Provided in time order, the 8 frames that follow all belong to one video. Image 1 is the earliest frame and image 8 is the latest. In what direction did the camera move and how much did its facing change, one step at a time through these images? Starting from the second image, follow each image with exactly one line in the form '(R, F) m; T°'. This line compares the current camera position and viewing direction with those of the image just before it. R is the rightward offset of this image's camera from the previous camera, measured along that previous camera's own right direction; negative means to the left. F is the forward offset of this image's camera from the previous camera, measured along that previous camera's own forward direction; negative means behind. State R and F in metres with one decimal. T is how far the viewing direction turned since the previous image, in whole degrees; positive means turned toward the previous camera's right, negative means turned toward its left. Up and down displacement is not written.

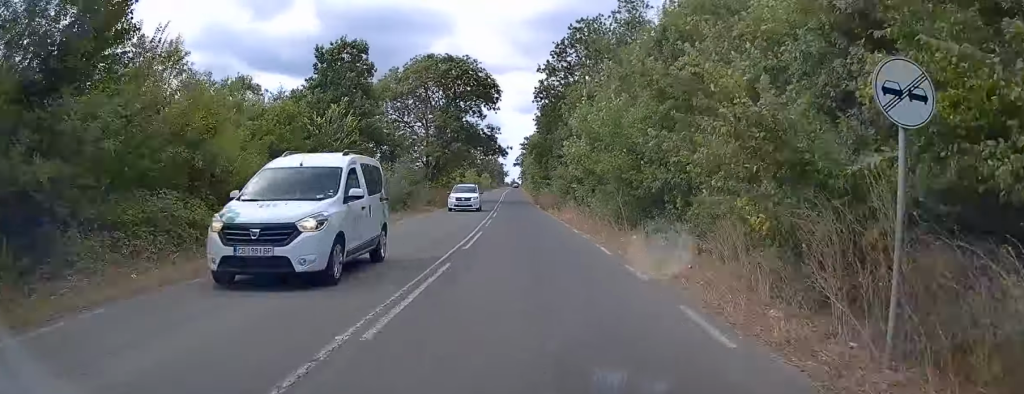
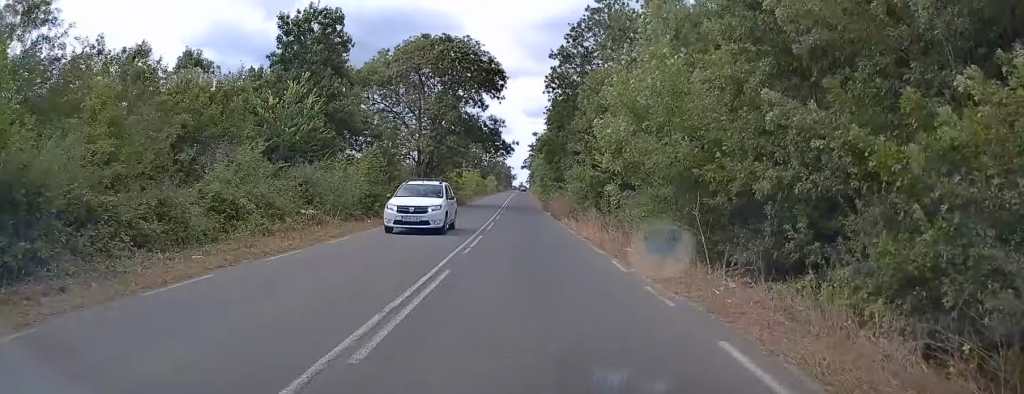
(-0.1, +9.5) m; -1°
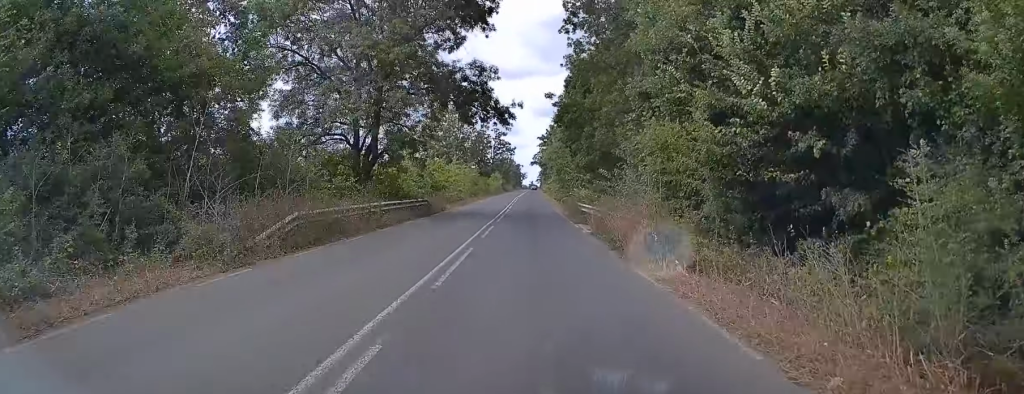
(-0.6, +22.9) m; -2°
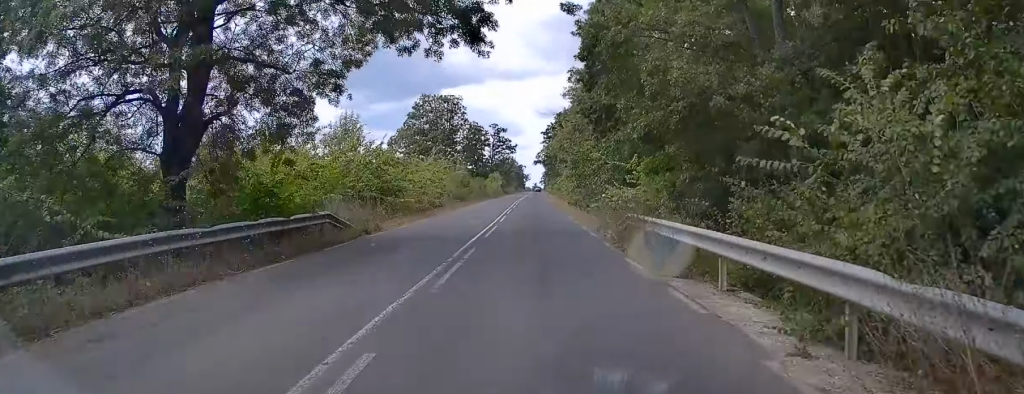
(0.0, +18.2) m; 0°
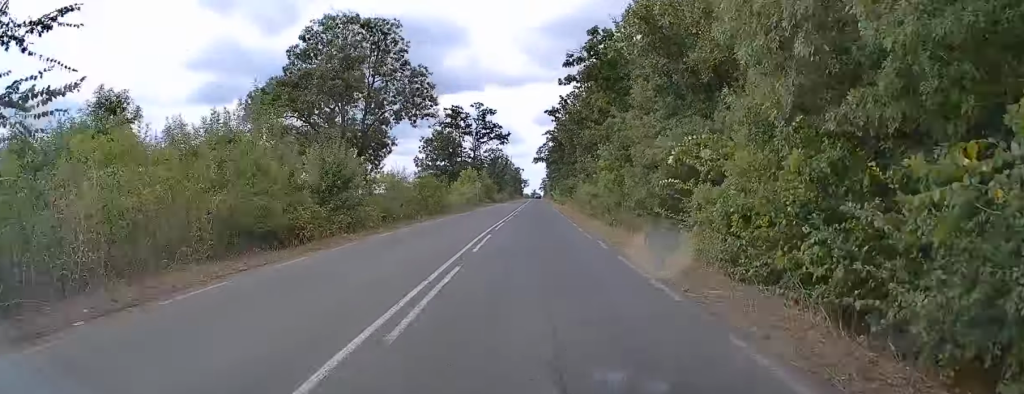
(+0.8, +47.3) m; +1°
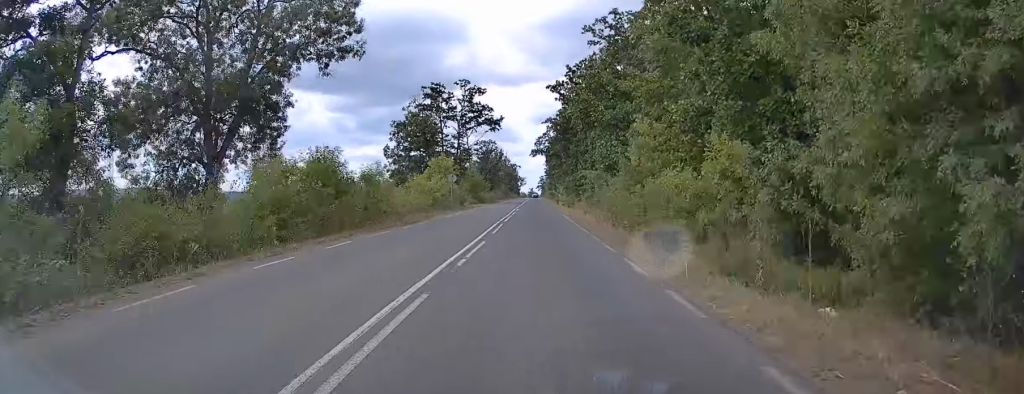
(-0.3, +21.2) m; -1°
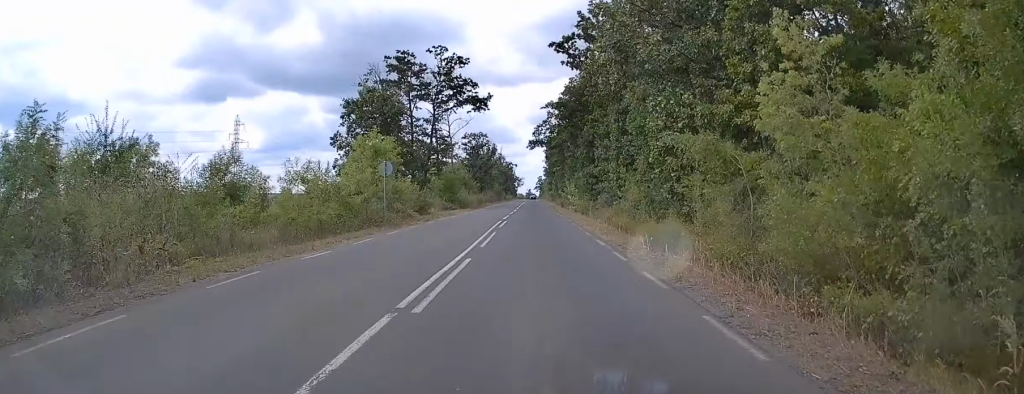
(-0.1, +22.1) m; 0°
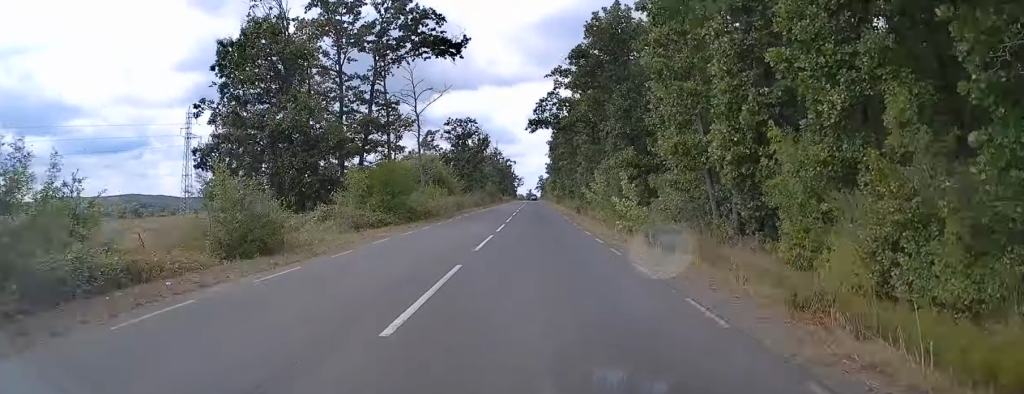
(0.0, +26.8) m; +1°
